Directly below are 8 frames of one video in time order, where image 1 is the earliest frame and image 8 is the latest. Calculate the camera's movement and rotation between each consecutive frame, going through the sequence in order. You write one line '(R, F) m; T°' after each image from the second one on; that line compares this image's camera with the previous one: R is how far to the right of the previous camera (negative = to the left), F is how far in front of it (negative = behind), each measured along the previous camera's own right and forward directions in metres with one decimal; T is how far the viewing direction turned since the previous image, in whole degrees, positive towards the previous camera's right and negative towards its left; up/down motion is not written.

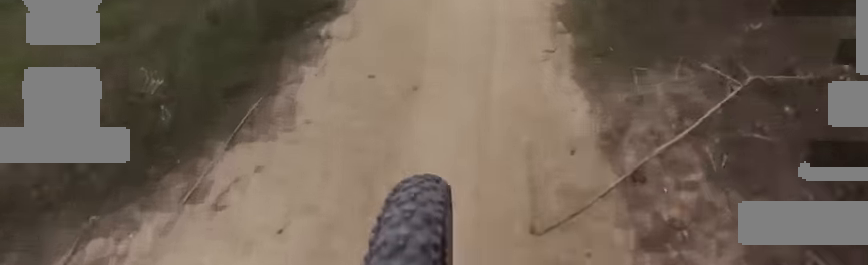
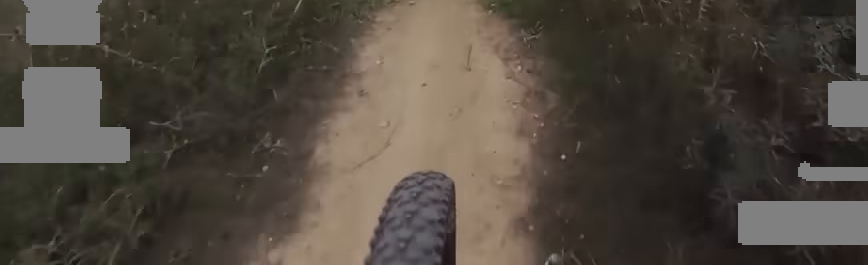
(-0.2, +4.3) m; -3°
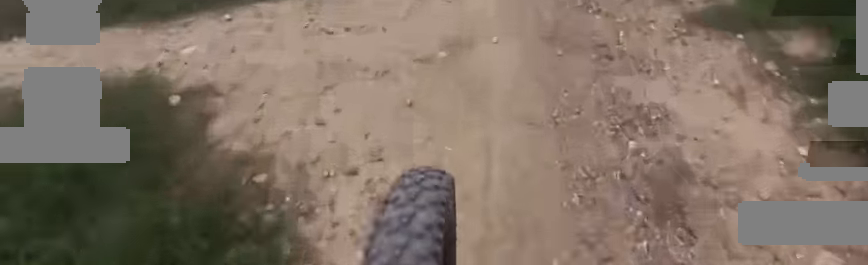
(-0.1, +5.3) m; -4°
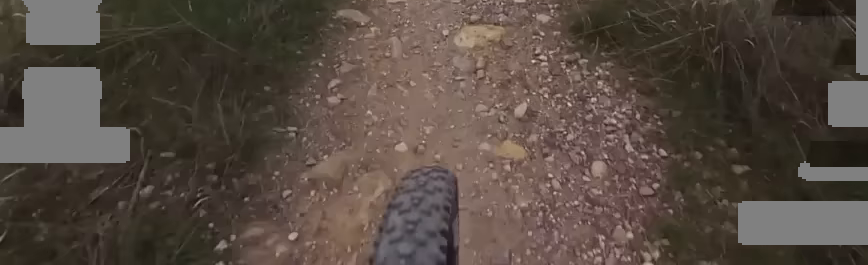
(-0.2, +5.1) m; -5°
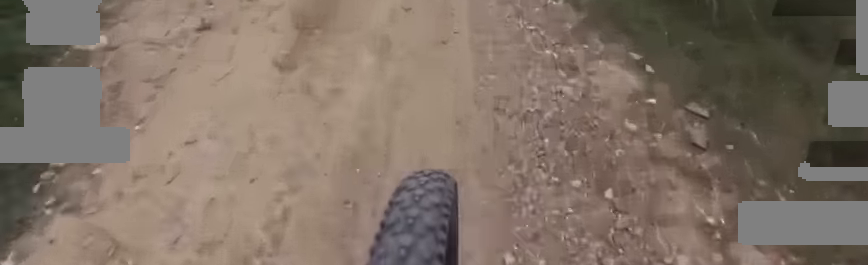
(-0.1, +4.9) m; -2°
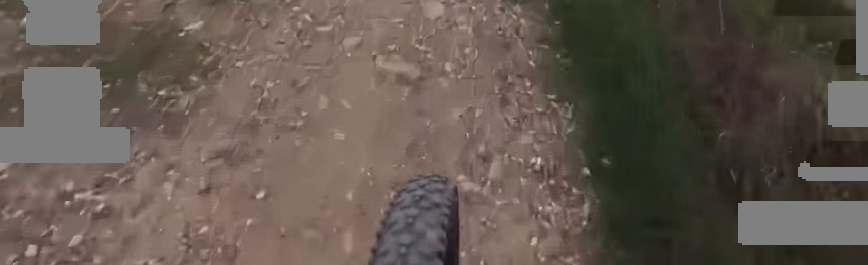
(+0.2, +11.3) m; +5°
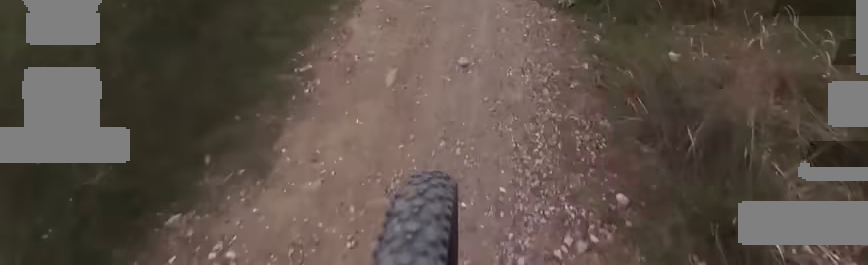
(+0.2, +7.7) m; -2°
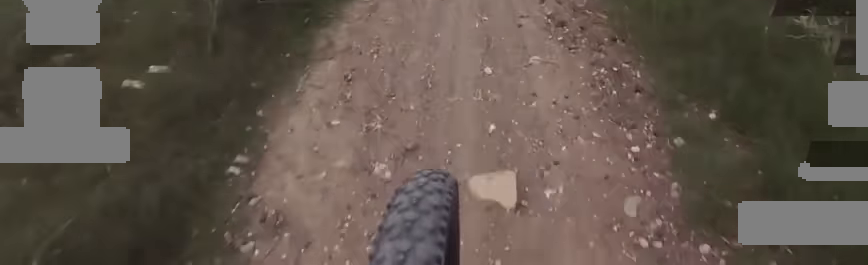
(-0.4, +7.3) m; -5°
